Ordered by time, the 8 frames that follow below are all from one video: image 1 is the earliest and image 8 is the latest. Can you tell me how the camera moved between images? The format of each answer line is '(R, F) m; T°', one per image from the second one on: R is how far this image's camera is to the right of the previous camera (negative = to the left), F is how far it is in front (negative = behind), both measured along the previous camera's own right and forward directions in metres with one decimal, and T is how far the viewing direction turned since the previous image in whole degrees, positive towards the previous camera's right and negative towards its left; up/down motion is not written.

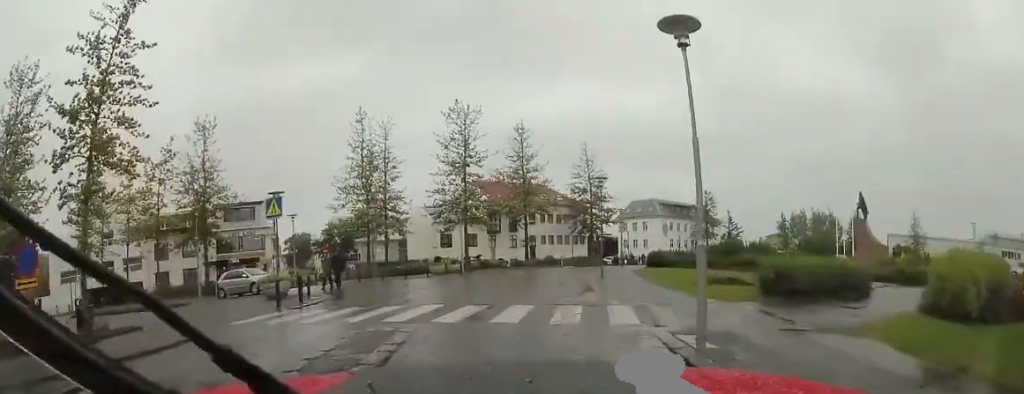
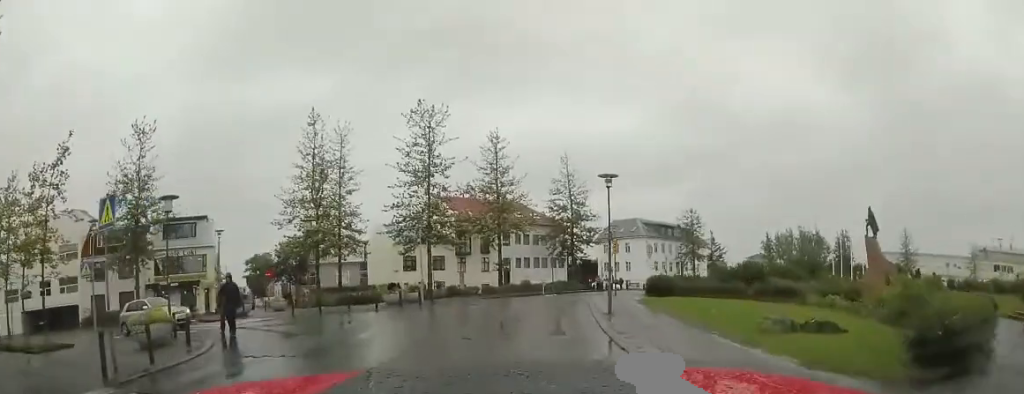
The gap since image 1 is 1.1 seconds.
(+0.2, +6.2) m; +2°
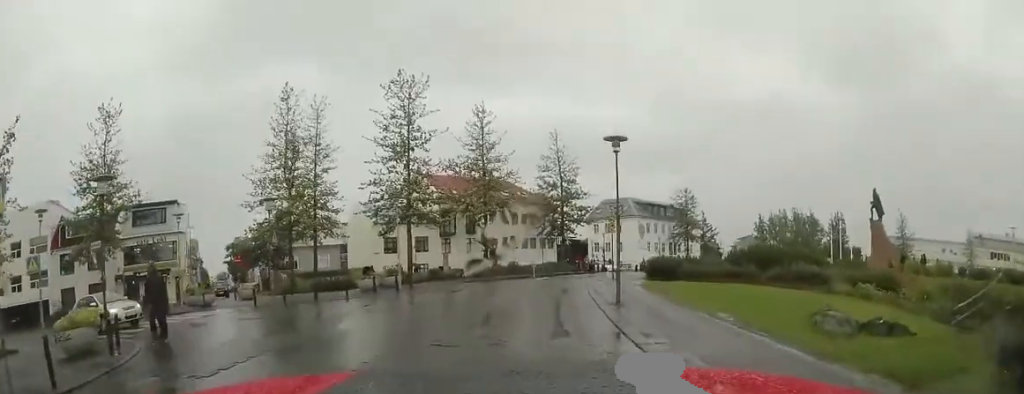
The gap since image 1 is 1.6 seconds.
(0.0, +2.6) m; +1°
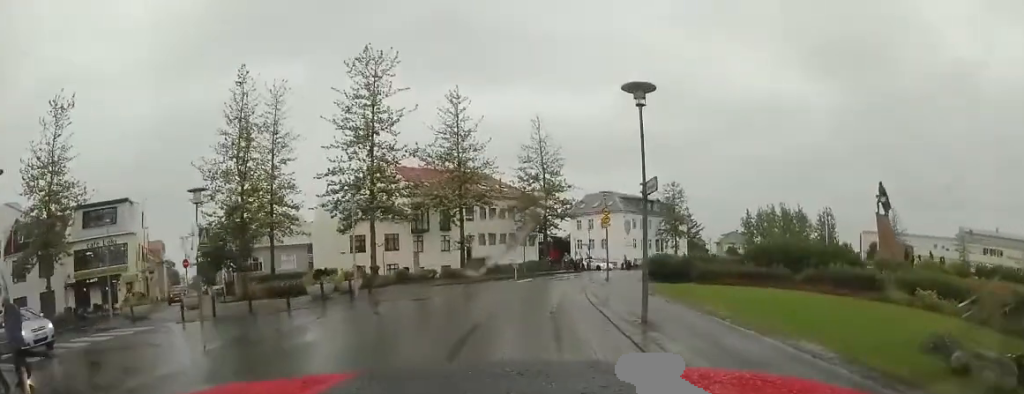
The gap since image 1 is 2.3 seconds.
(-0.1, +3.8) m; +3°
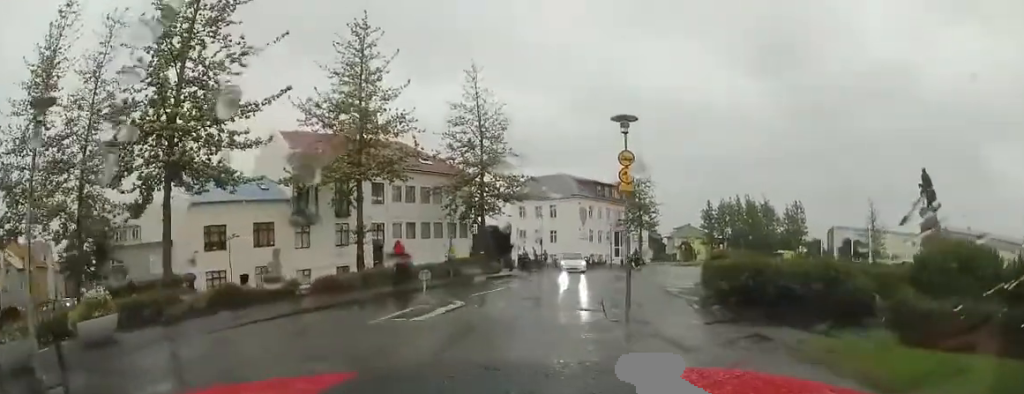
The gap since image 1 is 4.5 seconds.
(+1.3, +13.0) m; +10°
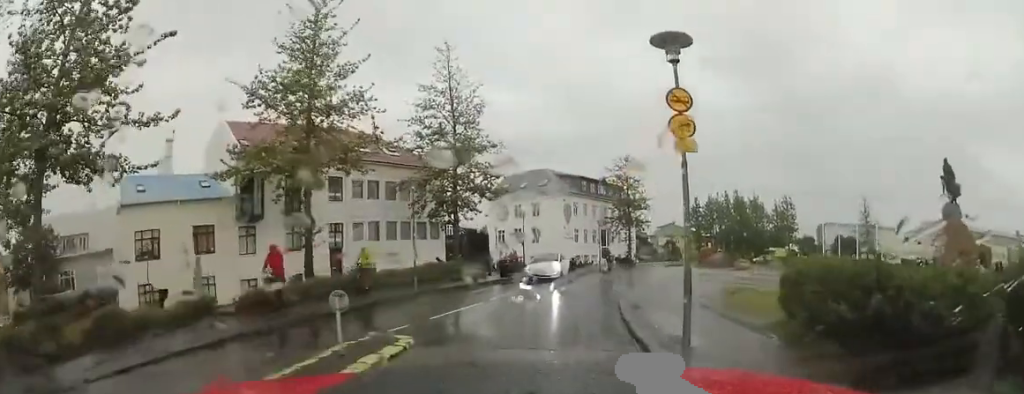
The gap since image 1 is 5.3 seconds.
(+0.3, +4.7) m; +2°
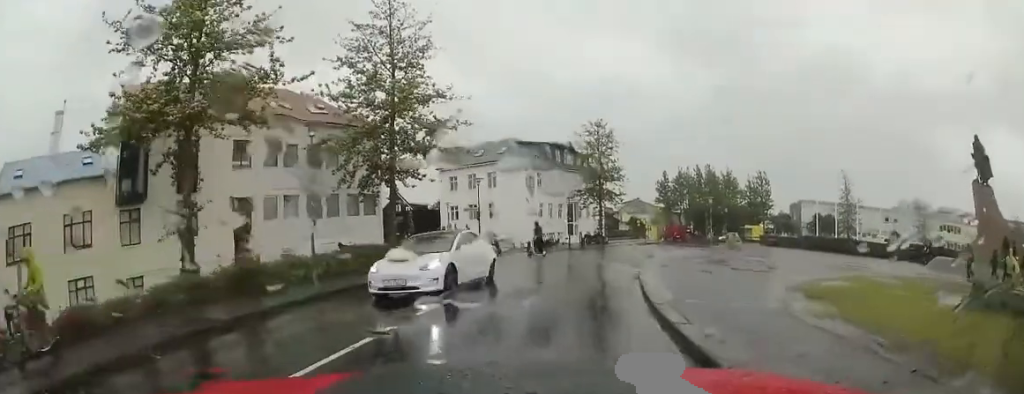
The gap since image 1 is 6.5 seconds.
(0.0, +6.7) m; +6°
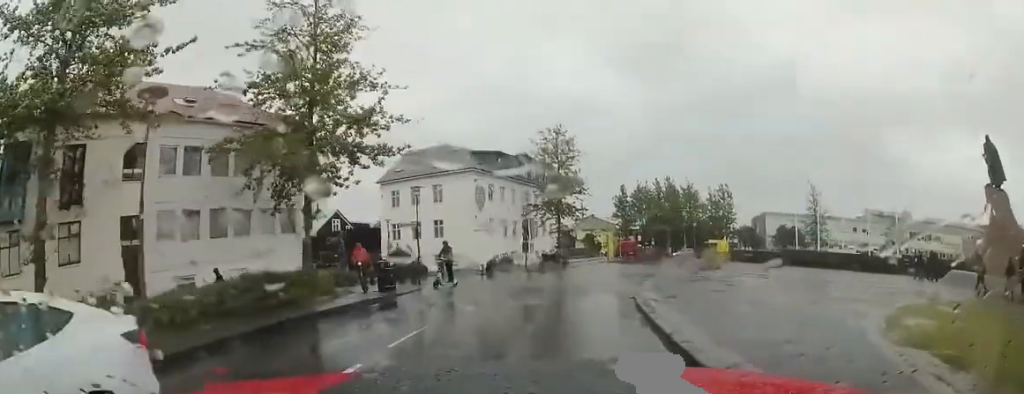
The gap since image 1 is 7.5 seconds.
(+0.5, +4.9) m; +6°
